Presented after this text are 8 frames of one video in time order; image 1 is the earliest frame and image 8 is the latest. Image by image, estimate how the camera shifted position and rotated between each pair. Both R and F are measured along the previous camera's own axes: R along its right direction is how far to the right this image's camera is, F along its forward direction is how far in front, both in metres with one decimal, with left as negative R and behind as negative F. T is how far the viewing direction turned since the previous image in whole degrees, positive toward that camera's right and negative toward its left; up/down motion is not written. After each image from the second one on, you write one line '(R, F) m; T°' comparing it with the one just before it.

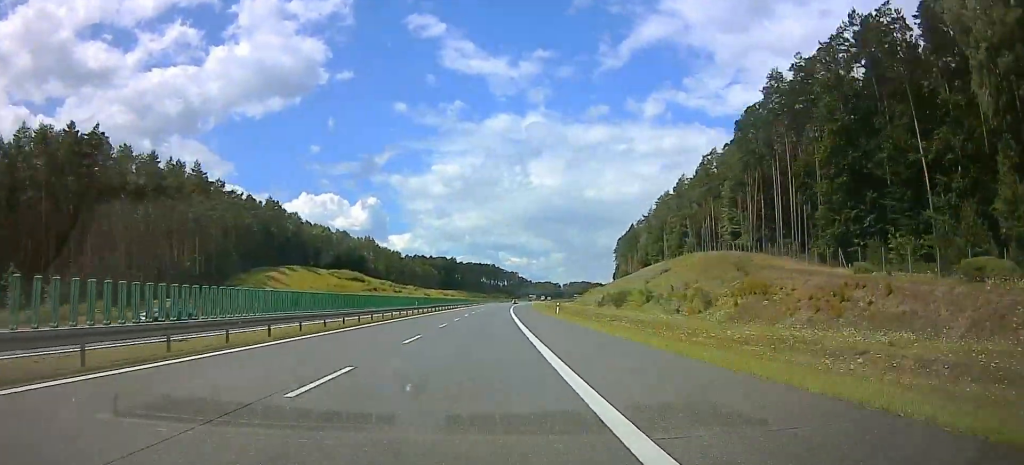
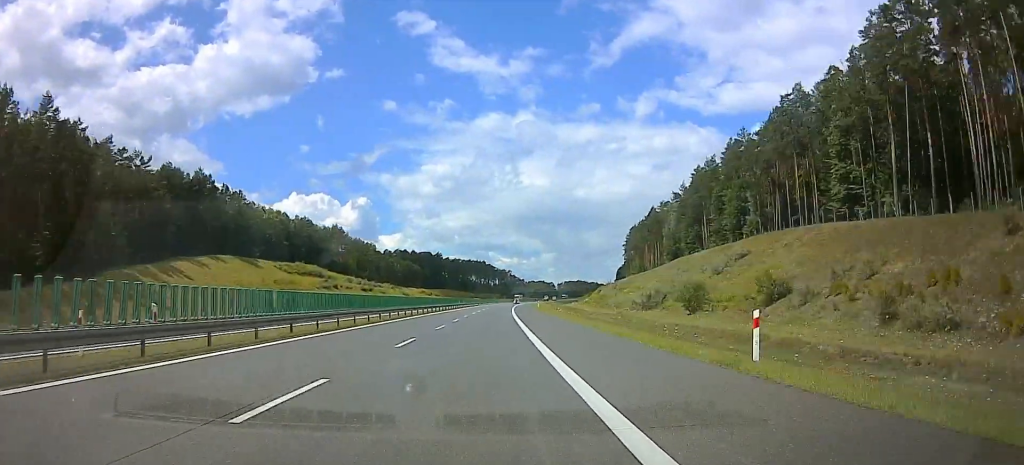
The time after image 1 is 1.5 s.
(0.0, +46.5) m; +1°
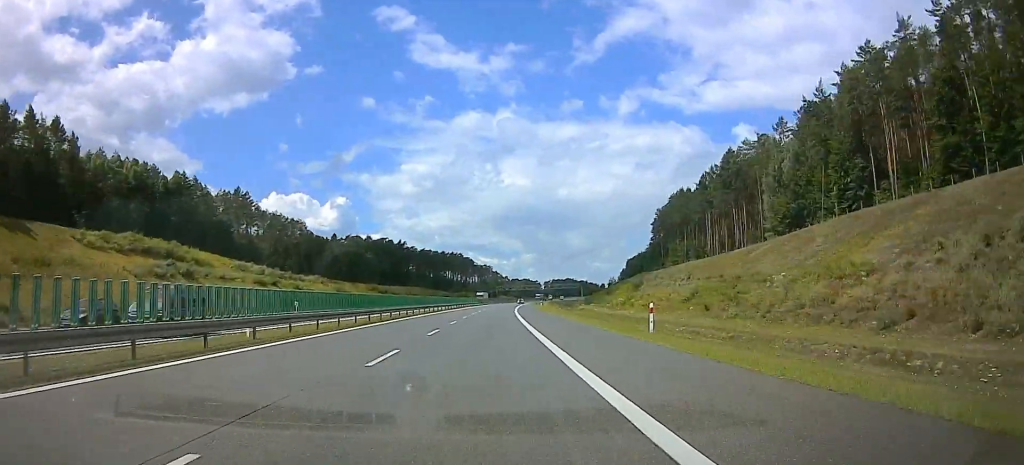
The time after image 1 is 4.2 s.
(+0.8, +81.2) m; +2°
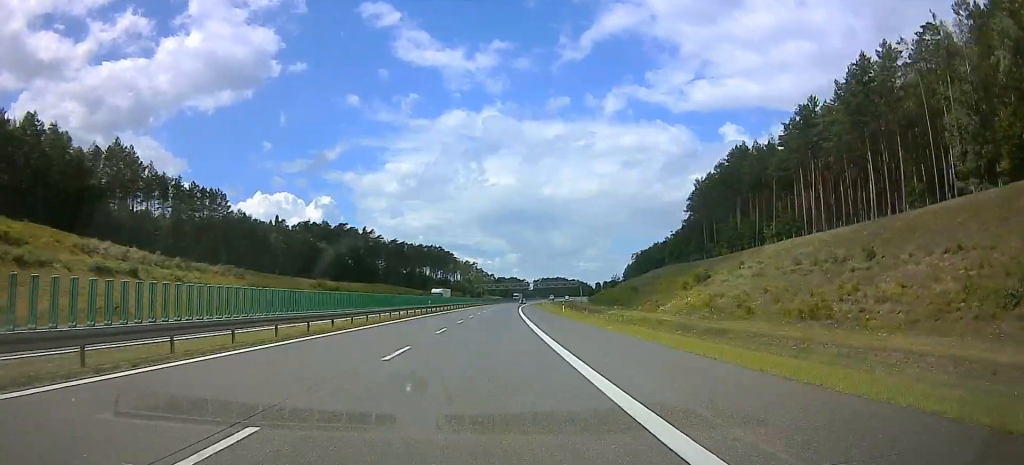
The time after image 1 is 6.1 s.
(+0.4, +55.9) m; +2°
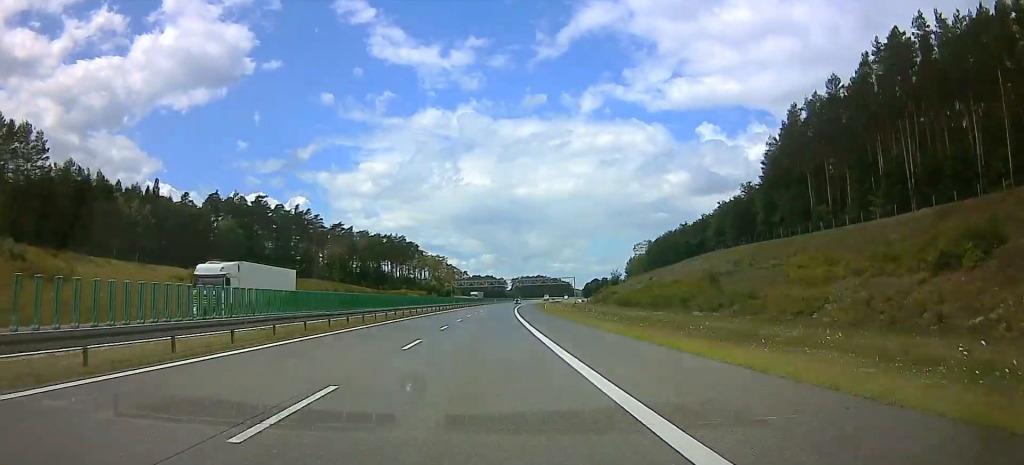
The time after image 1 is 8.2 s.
(+1.5, +62.5) m; +2°
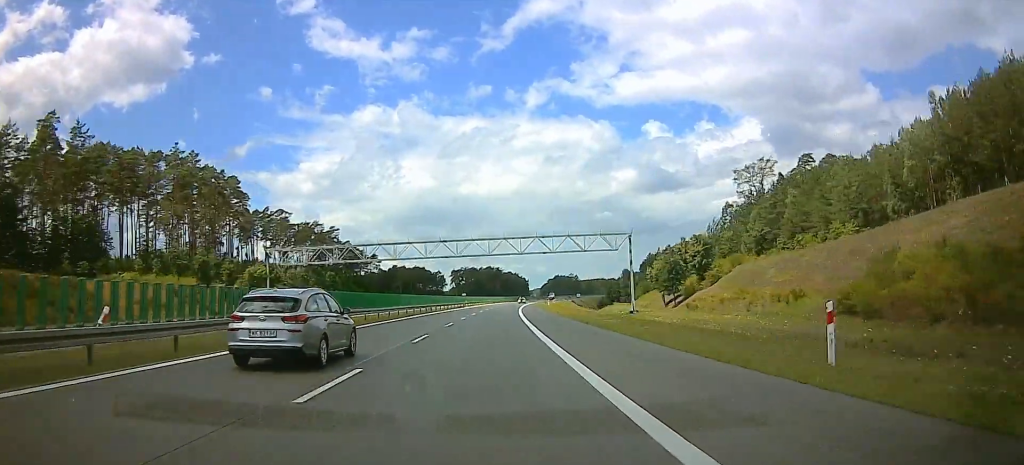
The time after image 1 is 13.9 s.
(+5.5, +173.8) m; +5°
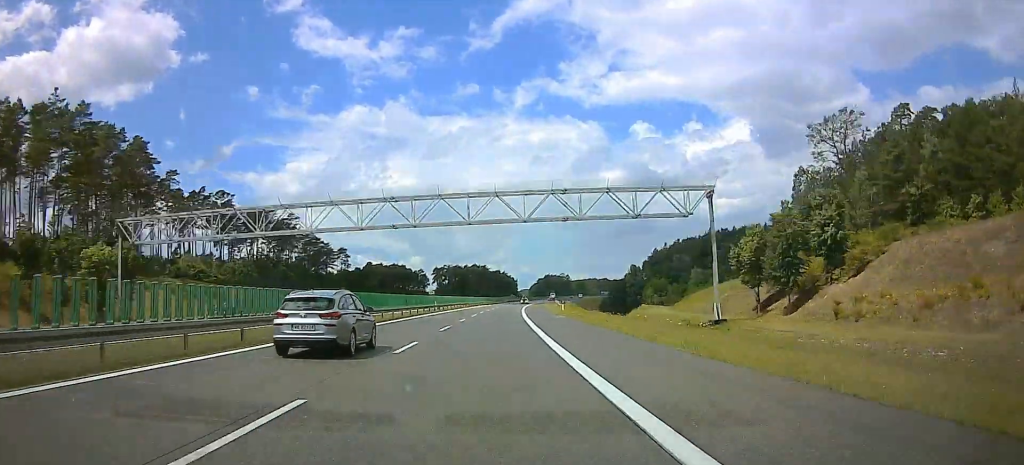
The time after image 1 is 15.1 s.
(+0.2, +37.1) m; +1°
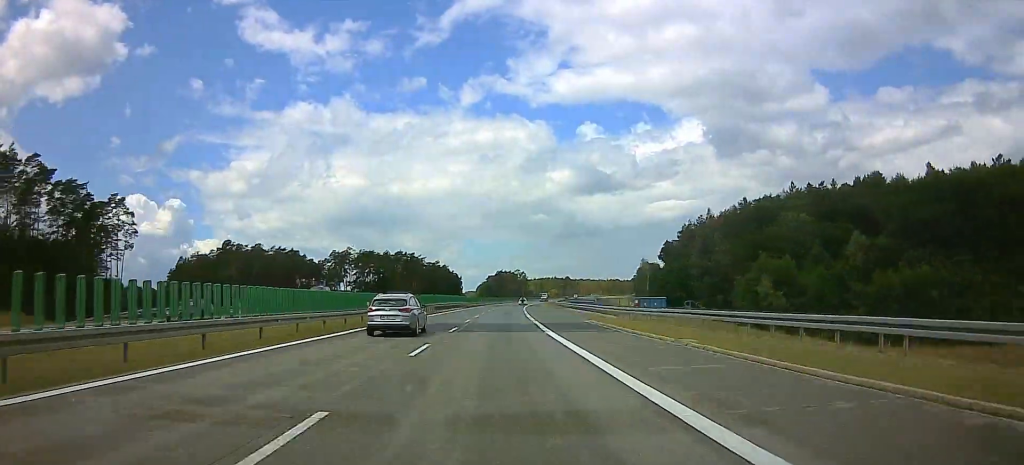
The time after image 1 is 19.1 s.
(+5.4, +129.4) m; +4°
